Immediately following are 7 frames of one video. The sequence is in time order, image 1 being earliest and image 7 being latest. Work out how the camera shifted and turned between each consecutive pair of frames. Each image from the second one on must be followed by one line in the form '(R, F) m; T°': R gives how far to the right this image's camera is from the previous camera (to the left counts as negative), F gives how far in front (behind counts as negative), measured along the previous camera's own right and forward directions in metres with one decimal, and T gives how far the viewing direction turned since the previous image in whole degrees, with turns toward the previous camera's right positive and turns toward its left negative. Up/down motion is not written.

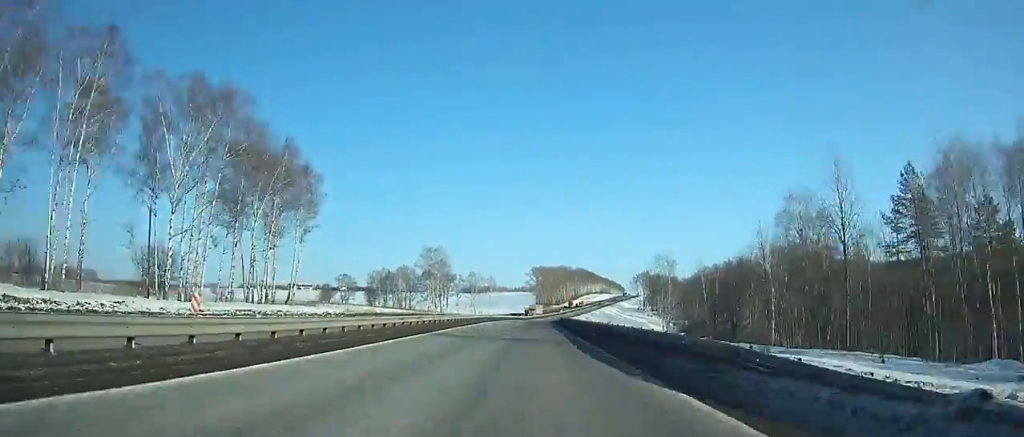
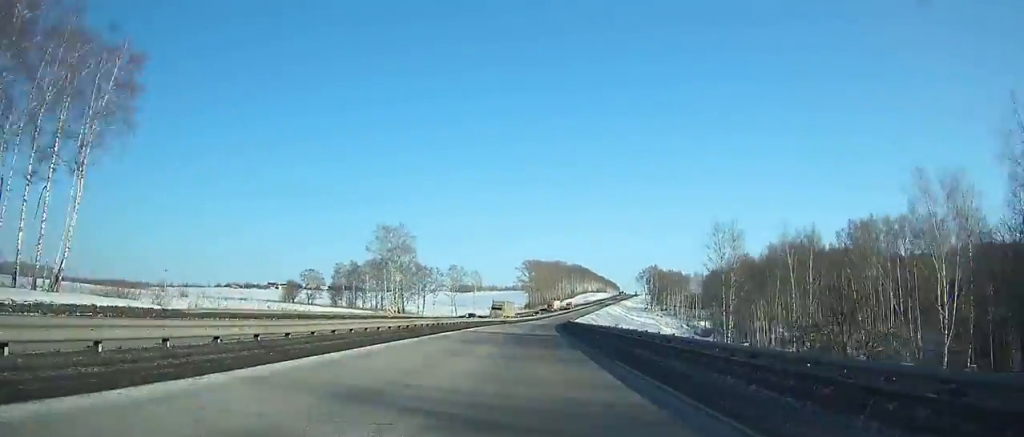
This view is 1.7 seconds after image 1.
(+0.4, +42.2) m; +1°
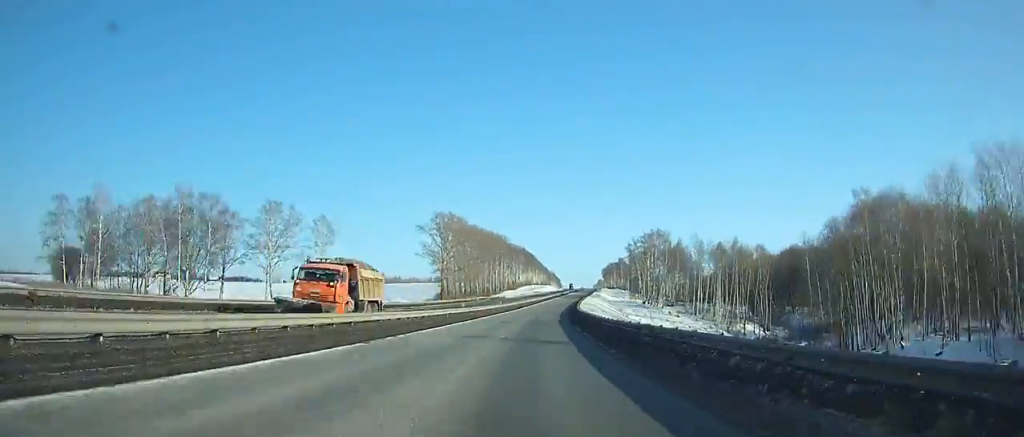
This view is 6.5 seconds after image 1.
(+4.7, +125.7) m; +6°
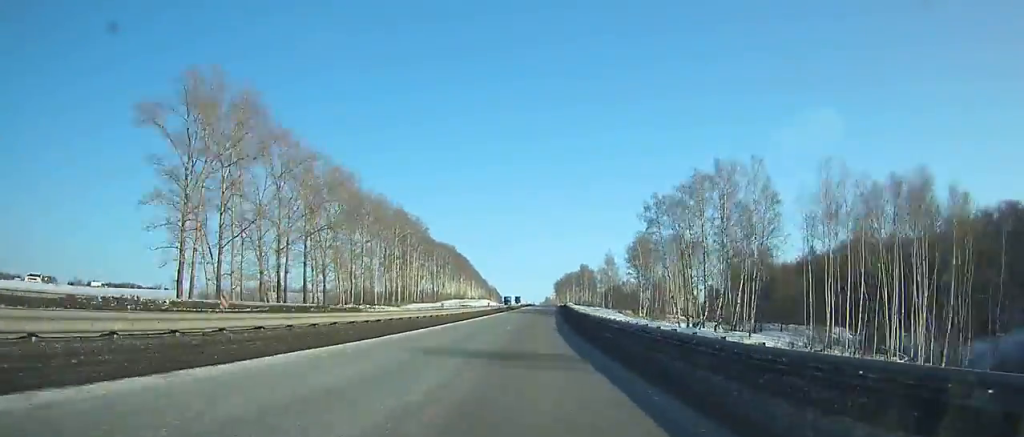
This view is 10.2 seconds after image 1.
(+5.4, +100.8) m; +5°
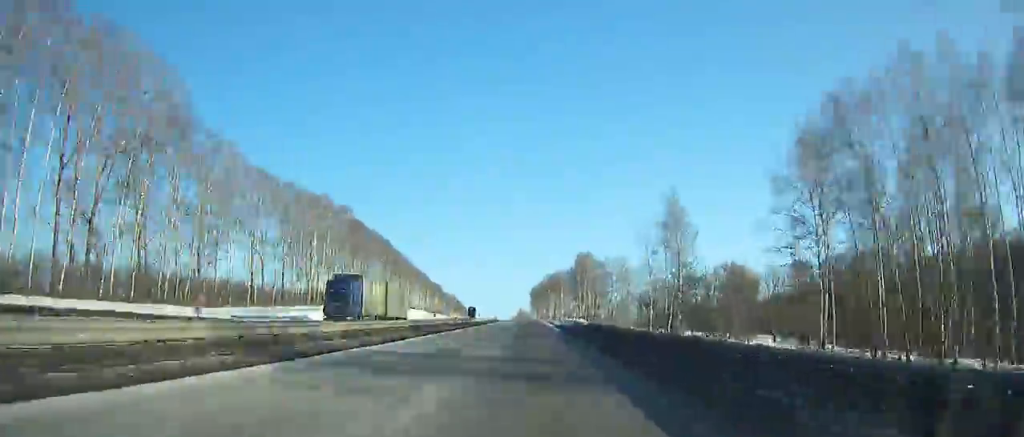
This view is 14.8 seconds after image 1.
(+4.3, +123.2) m; +2°
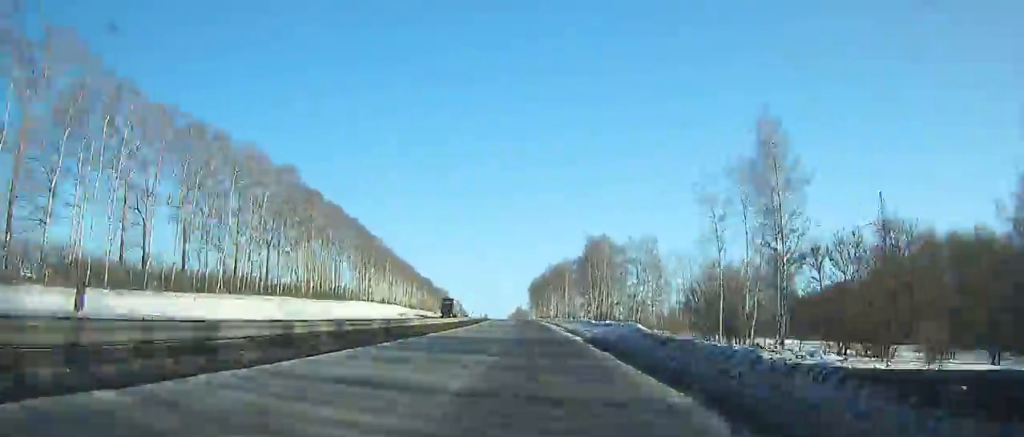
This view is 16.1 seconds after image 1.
(+0.1, +34.4) m; 0°
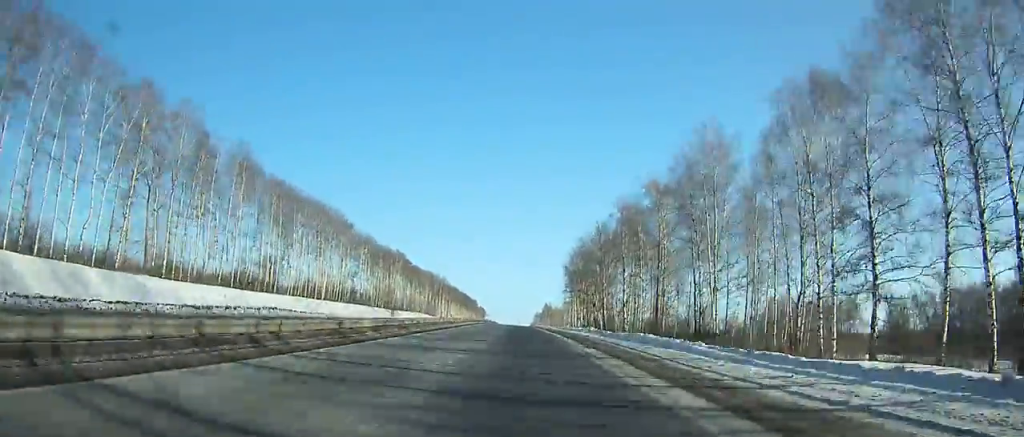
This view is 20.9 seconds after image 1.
(-2.6, +126.3) m; -2°
